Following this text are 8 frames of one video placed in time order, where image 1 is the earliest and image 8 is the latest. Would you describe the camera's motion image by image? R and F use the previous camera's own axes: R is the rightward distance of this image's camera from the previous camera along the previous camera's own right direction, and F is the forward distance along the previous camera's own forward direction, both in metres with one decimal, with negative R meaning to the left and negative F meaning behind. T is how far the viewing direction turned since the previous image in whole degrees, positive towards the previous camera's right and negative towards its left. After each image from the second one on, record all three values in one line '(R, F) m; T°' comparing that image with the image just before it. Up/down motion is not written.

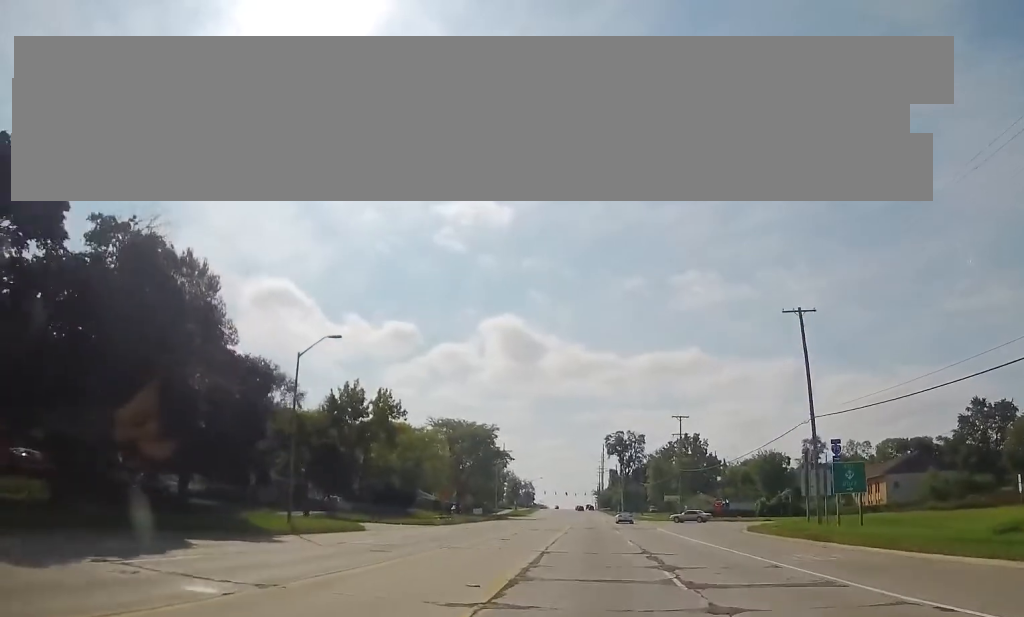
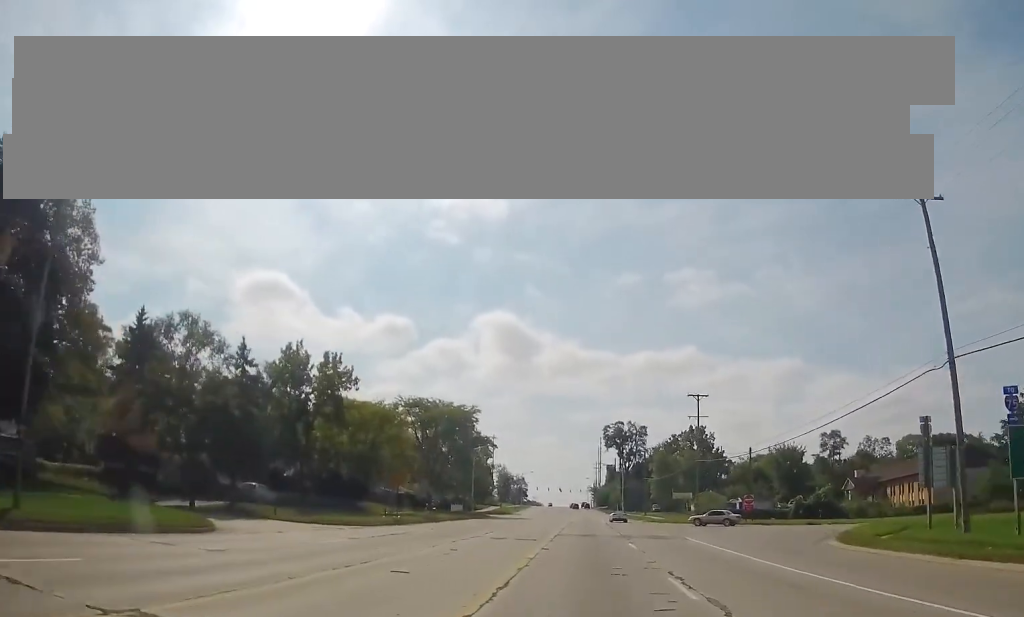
(+0.7, +19.2) m; +1°
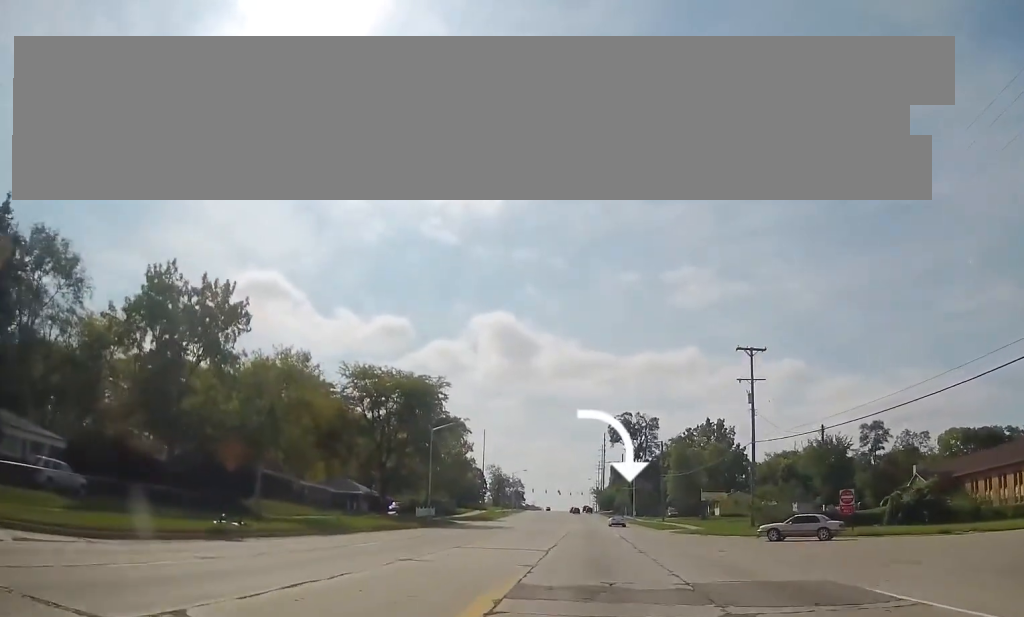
(-0.8, +26.0) m; -3°
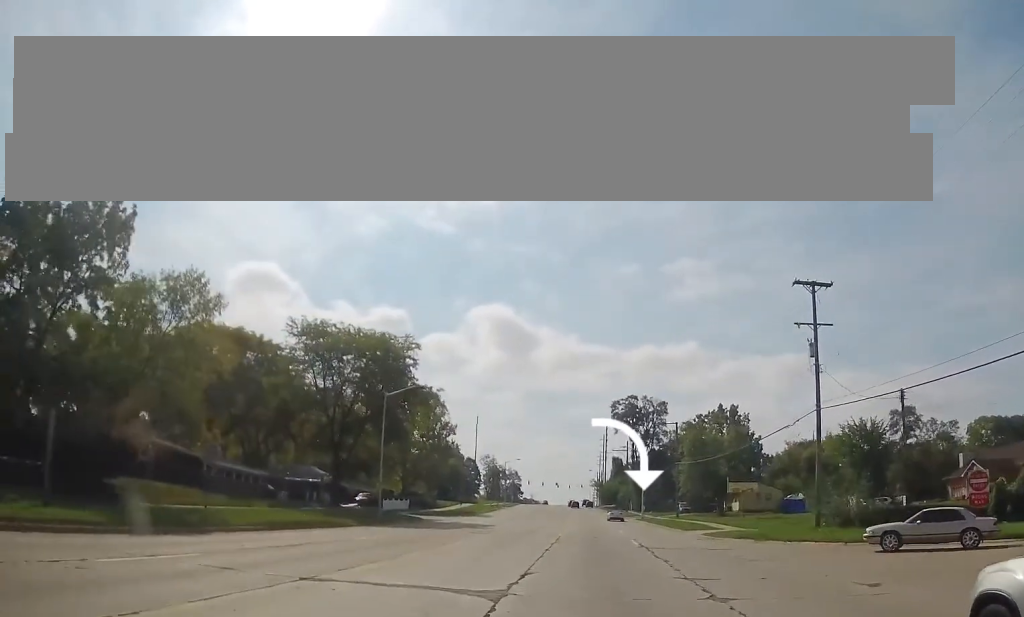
(-0.2, +15.5) m; 0°
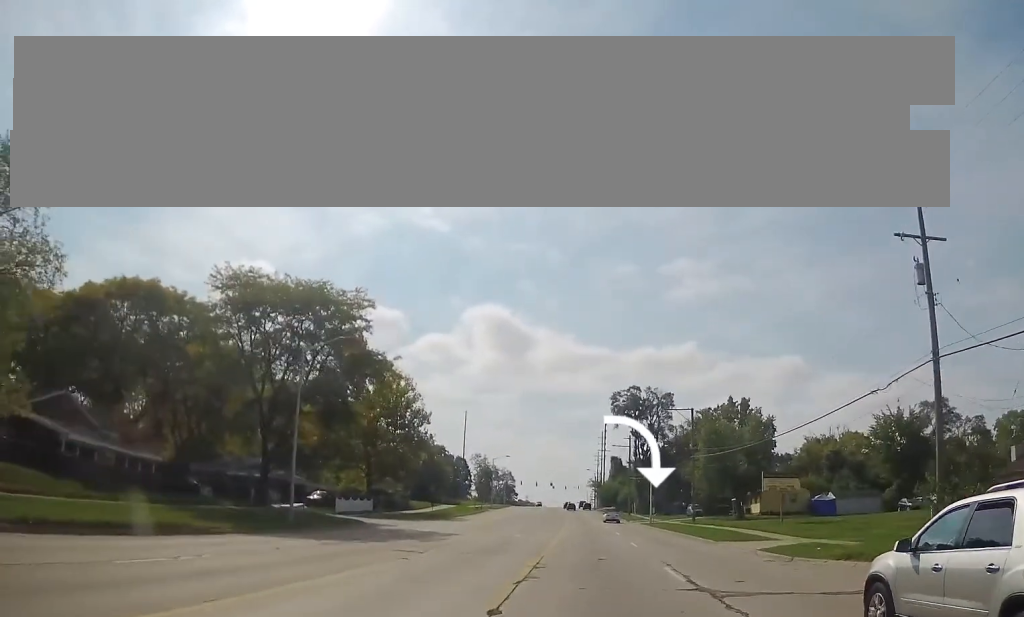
(+0.3, +14.4) m; +1°
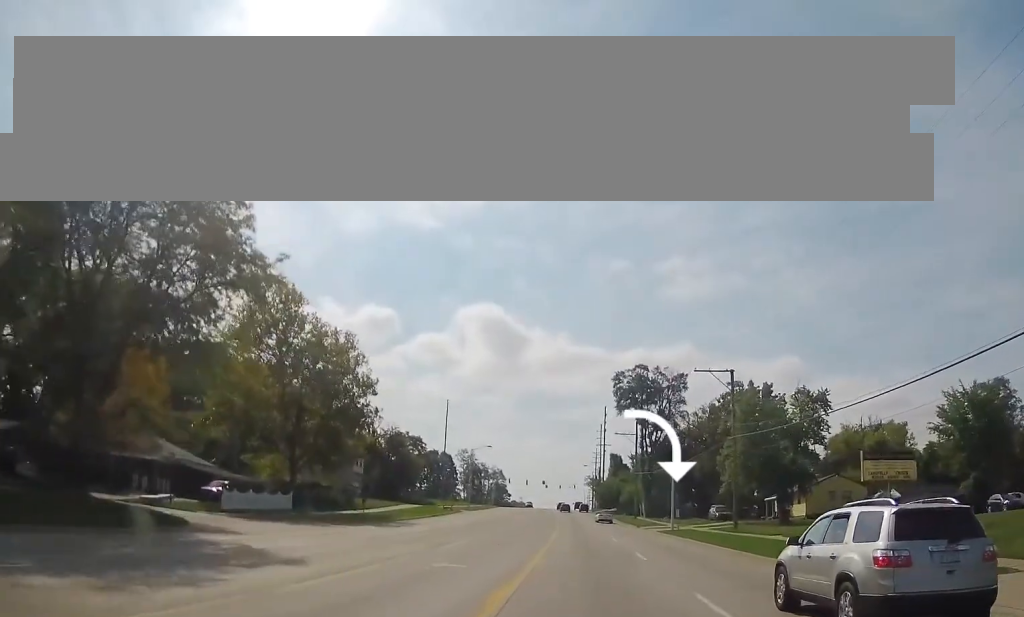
(0.0, +20.8) m; 0°
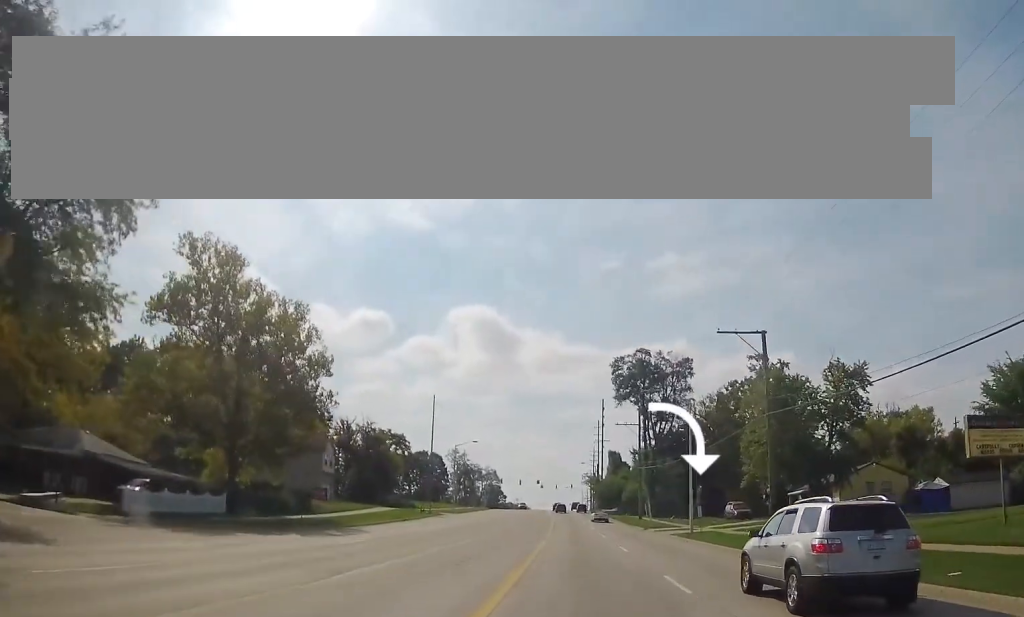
(-0.1, +10.7) m; +1°
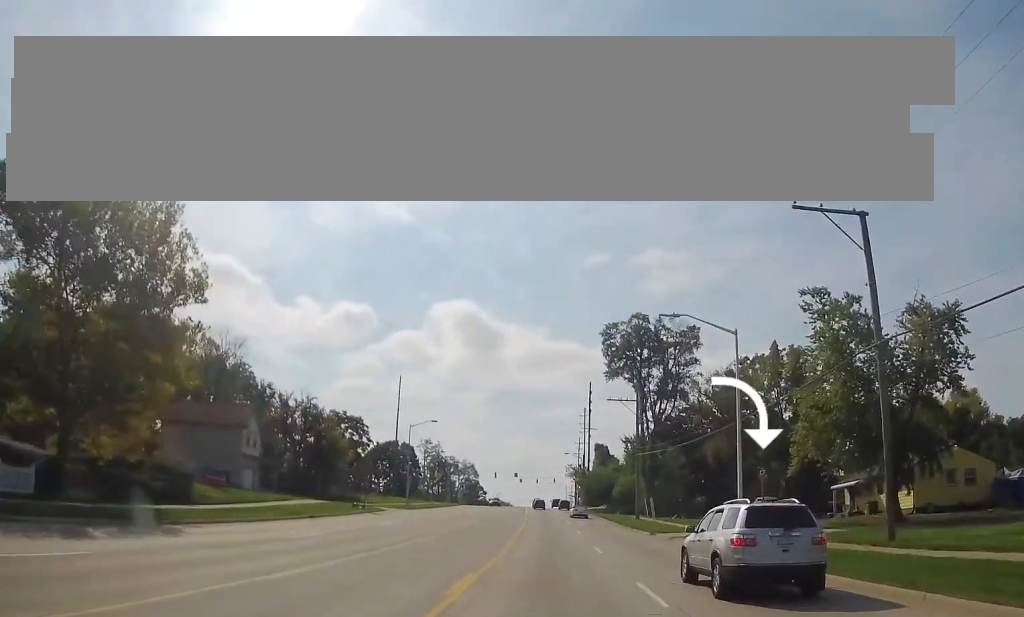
(+0.4, +17.1) m; +2°
